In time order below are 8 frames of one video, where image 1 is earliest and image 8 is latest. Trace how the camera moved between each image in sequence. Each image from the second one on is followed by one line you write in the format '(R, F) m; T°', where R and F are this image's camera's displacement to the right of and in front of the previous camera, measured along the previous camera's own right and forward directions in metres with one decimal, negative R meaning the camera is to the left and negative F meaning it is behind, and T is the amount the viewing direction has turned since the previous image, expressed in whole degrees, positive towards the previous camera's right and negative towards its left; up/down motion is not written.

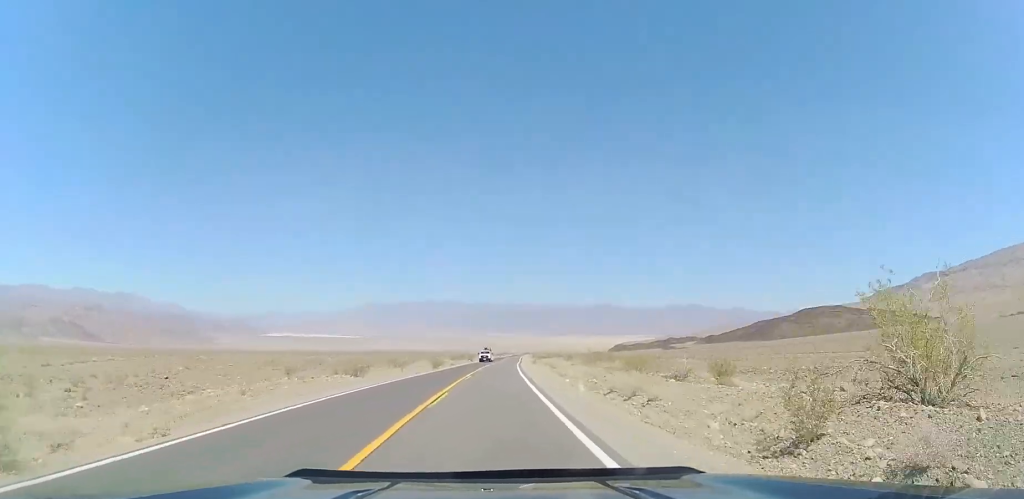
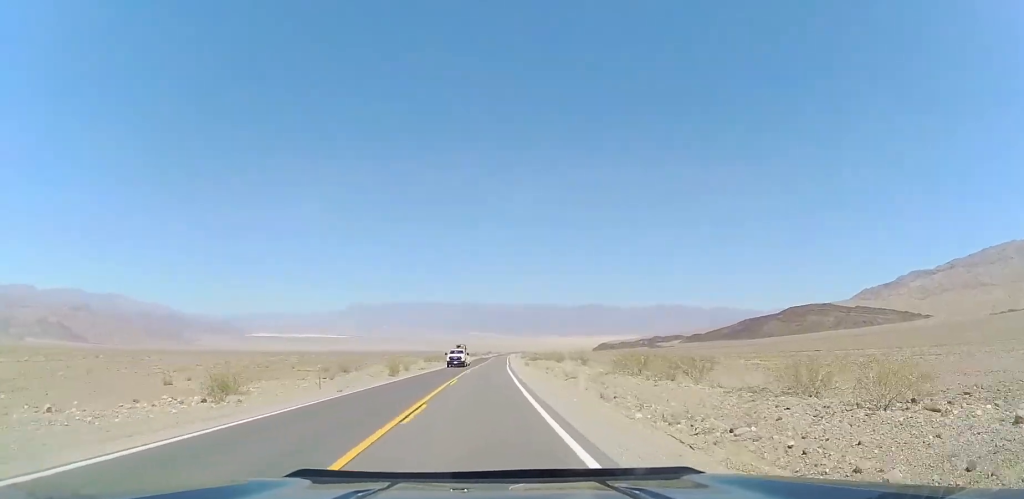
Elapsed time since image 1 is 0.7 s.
(+0.1, +18.2) m; +2°
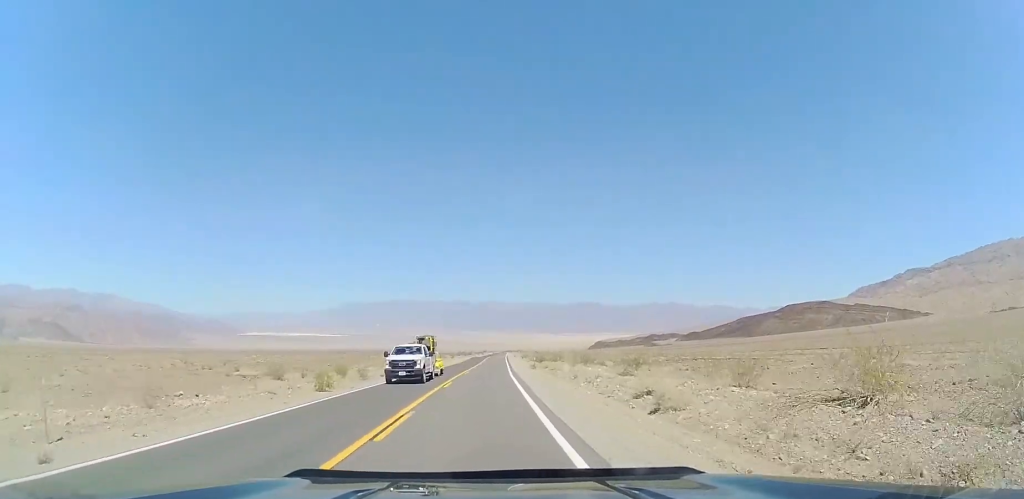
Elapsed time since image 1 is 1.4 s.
(+0.5, +17.2) m; +2°
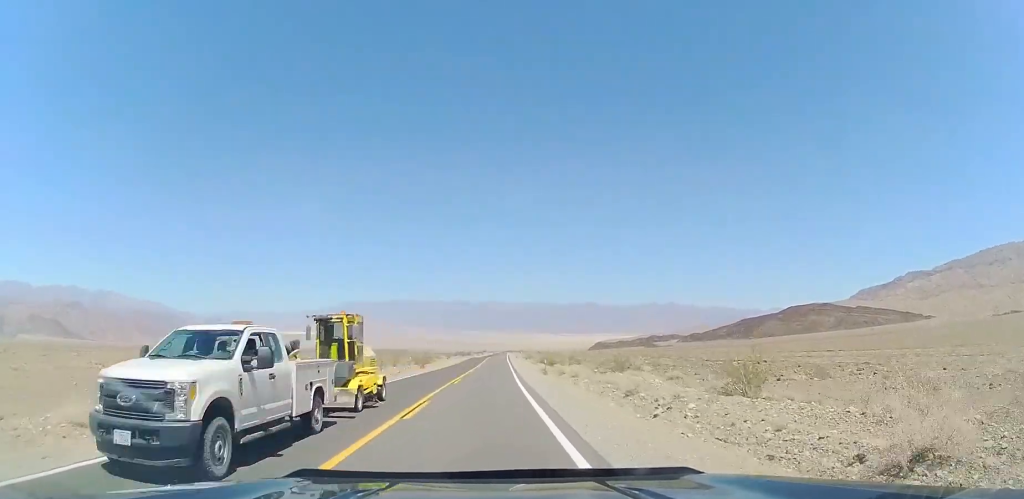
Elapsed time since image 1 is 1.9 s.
(+0.1, +11.5) m; +1°
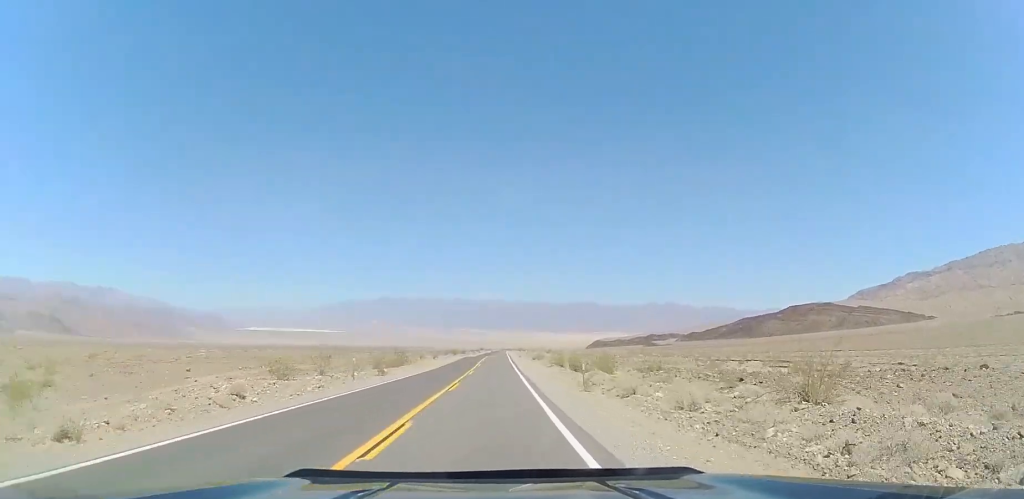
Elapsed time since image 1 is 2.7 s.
(+0.2, +19.8) m; +2°
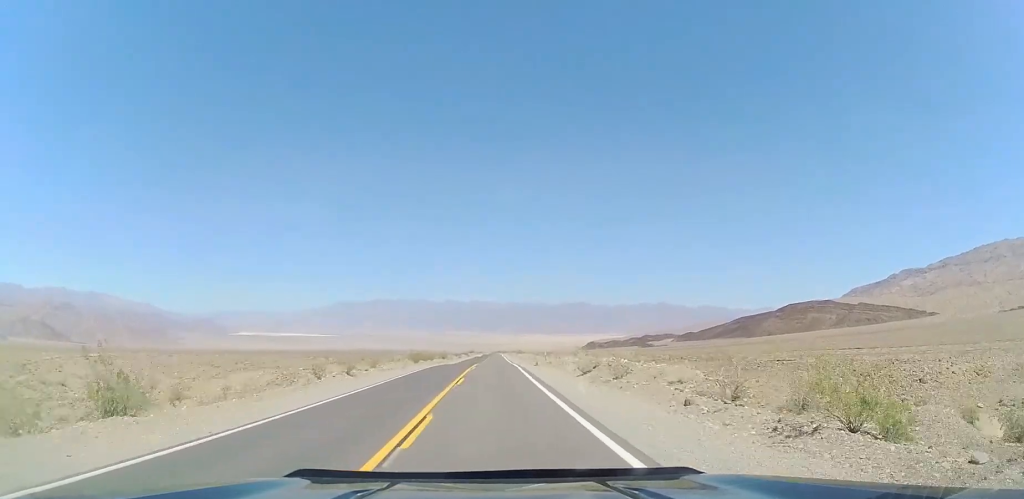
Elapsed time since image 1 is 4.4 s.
(0.0, +42.7) m; 0°
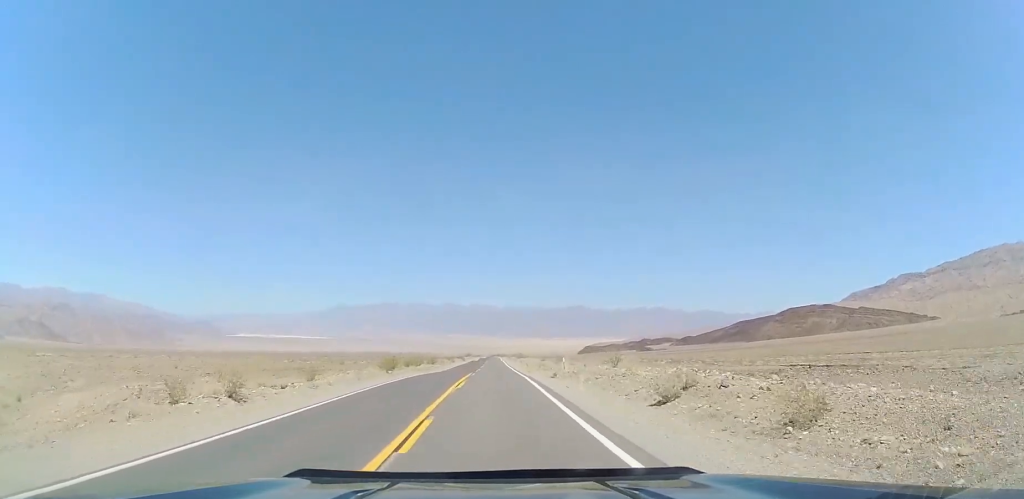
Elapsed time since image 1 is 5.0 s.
(+0.3, +14.8) m; 0°
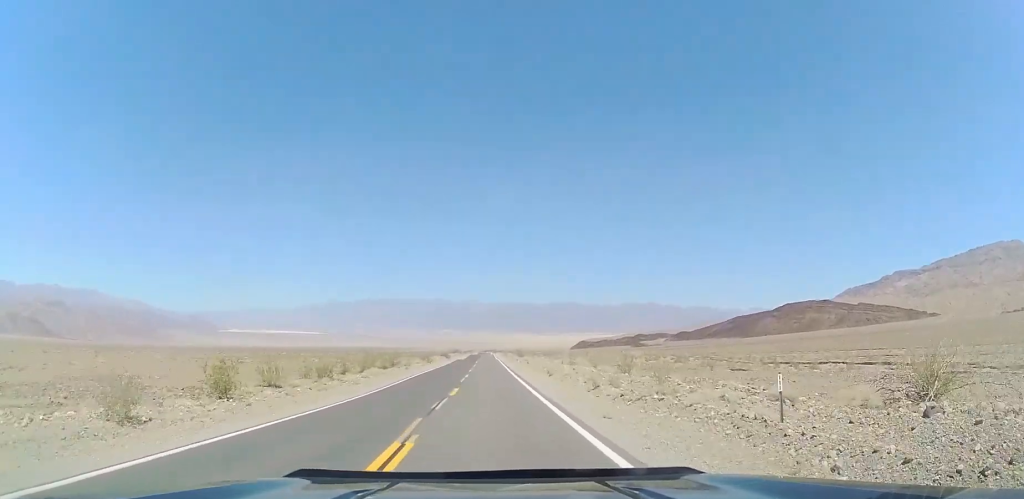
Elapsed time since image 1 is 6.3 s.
(-0.2, +31.2) m; -1°
